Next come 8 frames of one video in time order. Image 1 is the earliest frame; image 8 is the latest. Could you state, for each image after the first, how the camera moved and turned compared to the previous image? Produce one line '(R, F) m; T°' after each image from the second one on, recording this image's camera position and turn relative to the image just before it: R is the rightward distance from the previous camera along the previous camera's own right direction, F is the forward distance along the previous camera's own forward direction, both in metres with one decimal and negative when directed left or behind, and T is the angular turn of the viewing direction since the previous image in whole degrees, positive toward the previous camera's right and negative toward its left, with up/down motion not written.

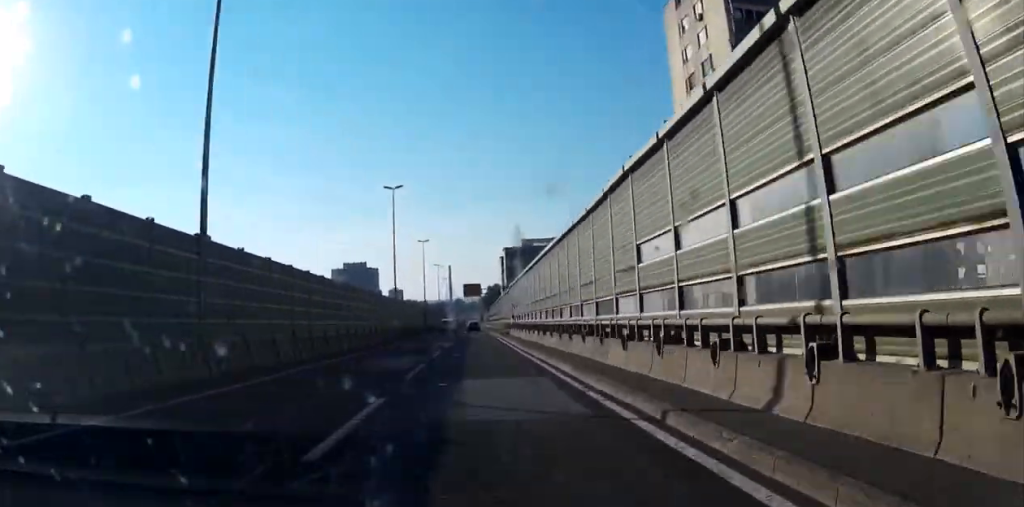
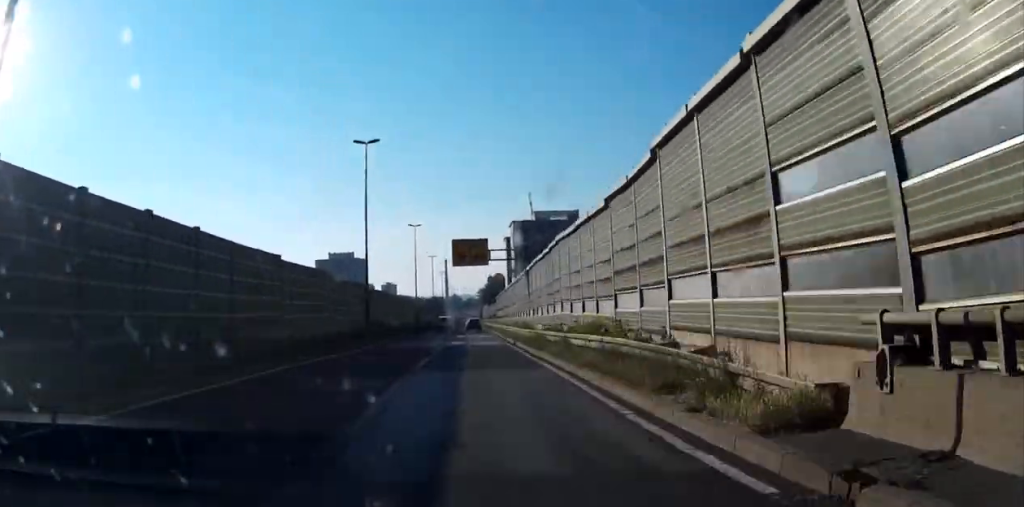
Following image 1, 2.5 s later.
(-0.2, +57.0) m; 0°
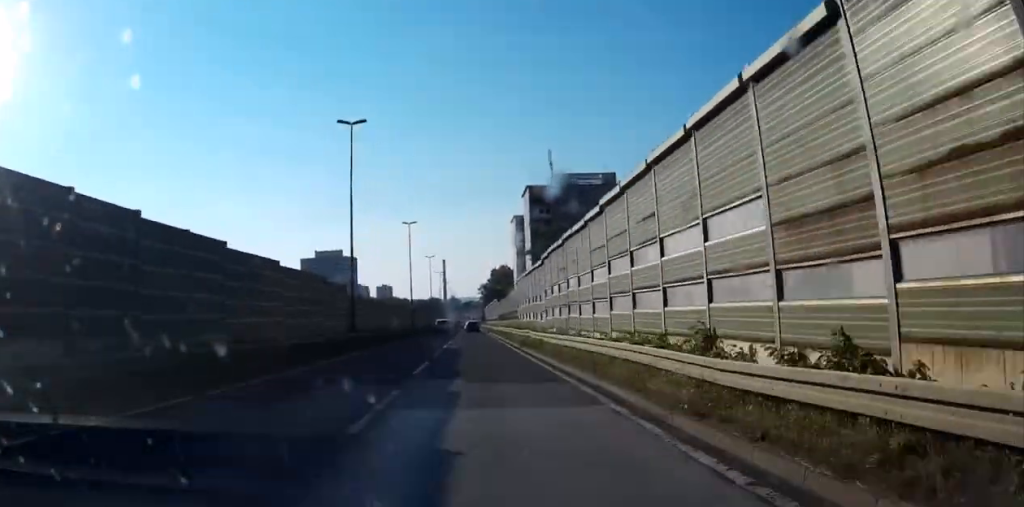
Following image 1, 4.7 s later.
(-0.1, +49.3) m; 0°
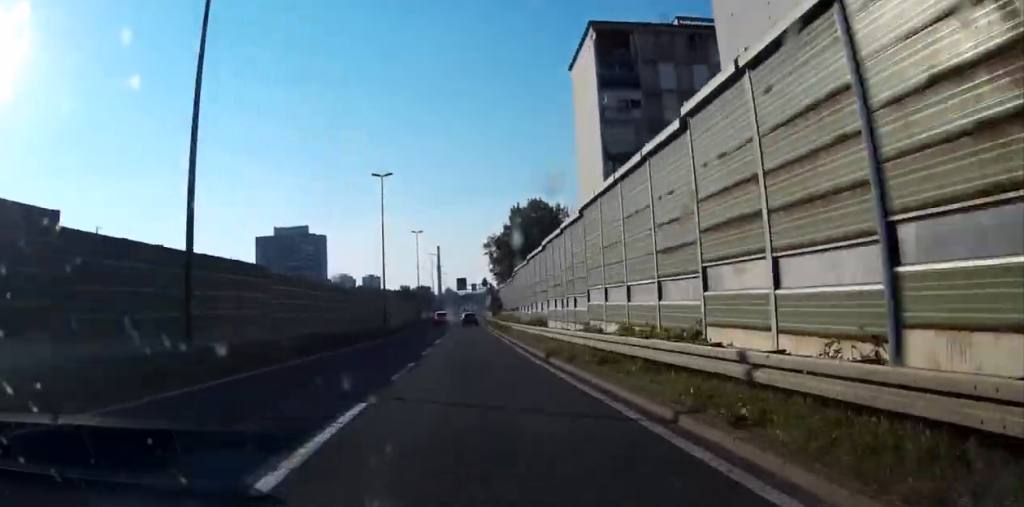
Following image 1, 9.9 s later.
(+0.3, +111.6) m; 0°
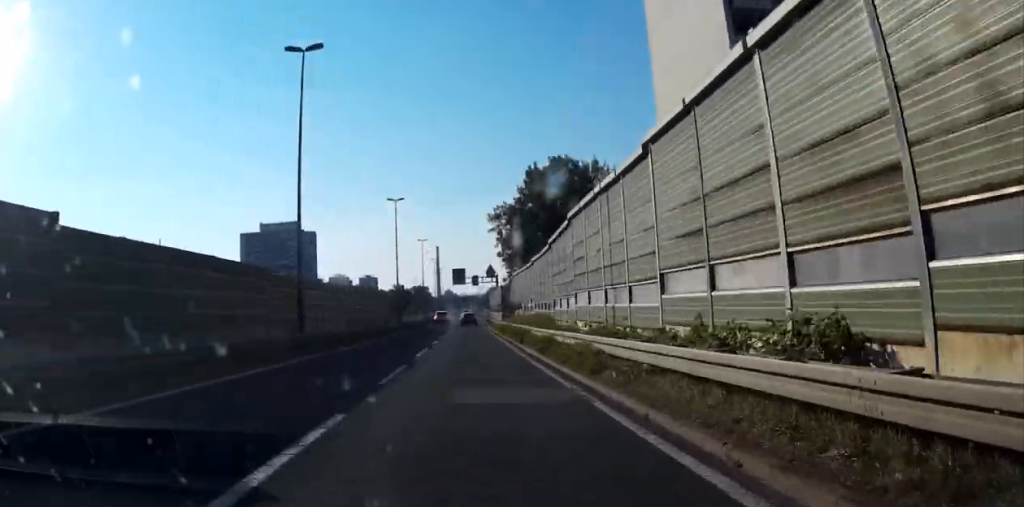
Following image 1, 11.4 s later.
(0.0, +30.2) m; 0°
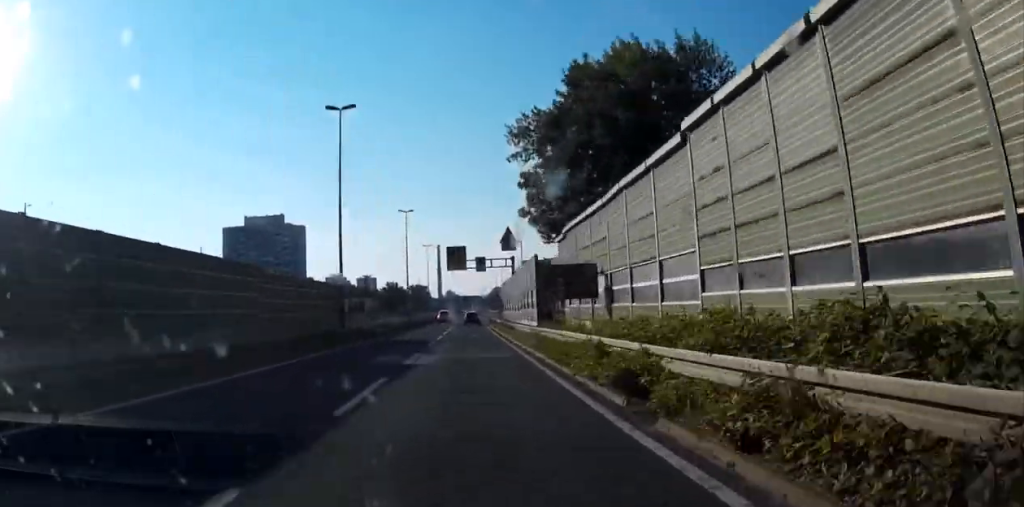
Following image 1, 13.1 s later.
(+0.1, +33.2) m; 0°
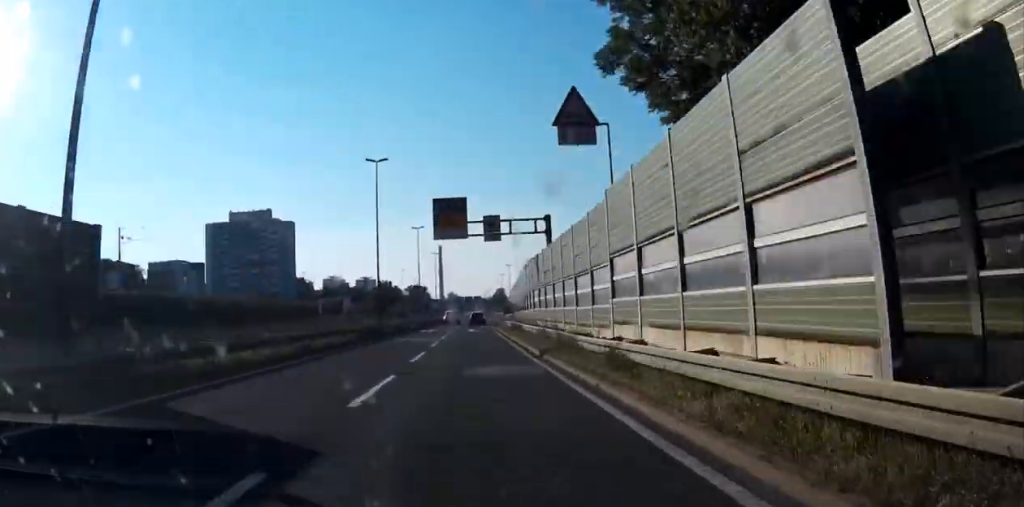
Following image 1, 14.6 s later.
(+0.1, +28.2) m; 0°
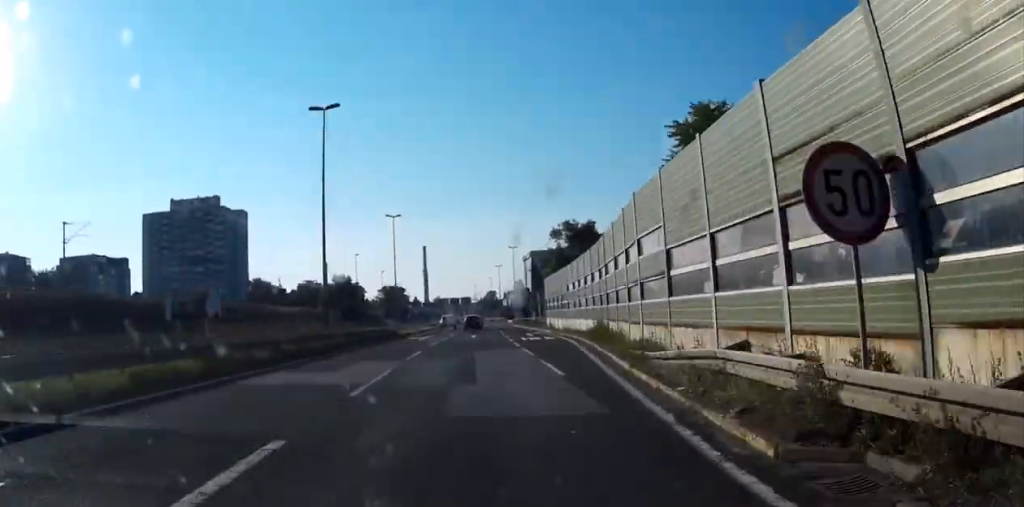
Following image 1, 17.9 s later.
(+0.3, +58.0) m; 0°
